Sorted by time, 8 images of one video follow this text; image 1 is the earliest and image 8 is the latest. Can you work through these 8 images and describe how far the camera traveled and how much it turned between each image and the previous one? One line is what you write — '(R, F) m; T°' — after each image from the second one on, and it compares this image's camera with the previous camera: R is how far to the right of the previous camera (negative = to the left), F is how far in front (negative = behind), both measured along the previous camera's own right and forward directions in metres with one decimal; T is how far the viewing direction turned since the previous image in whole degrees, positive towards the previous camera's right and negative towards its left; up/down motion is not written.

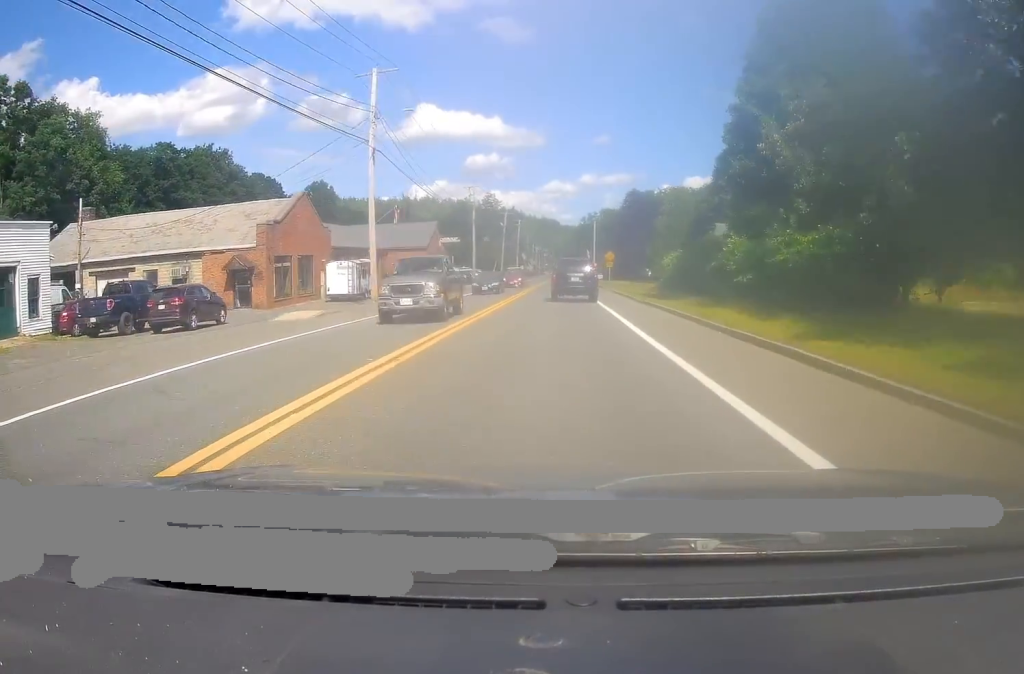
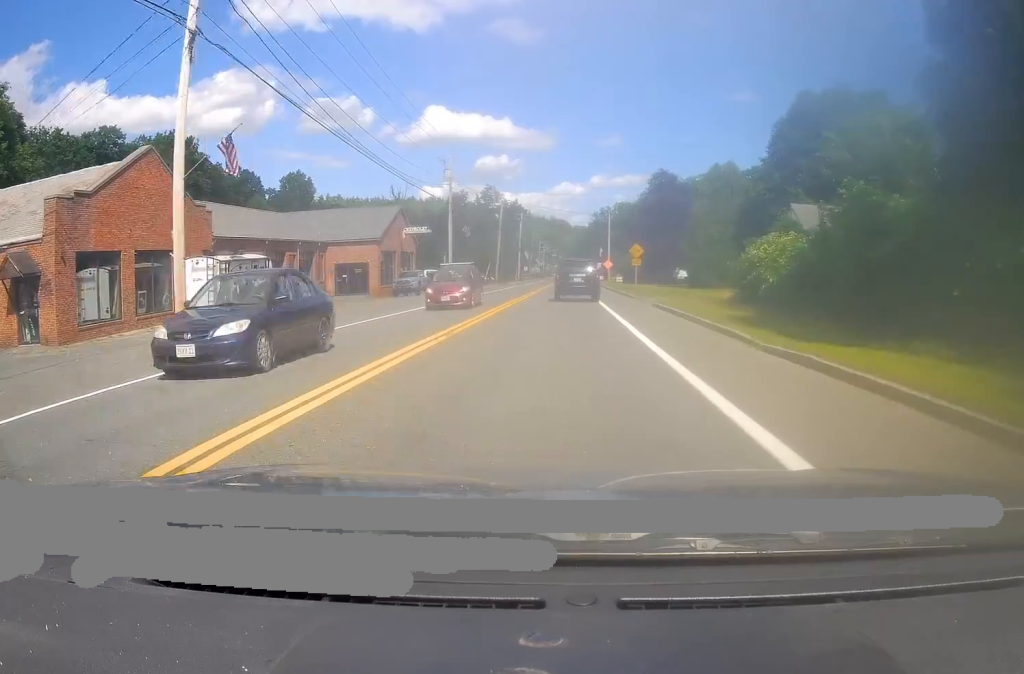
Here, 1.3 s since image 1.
(-0.5, +20.3) m; +1°
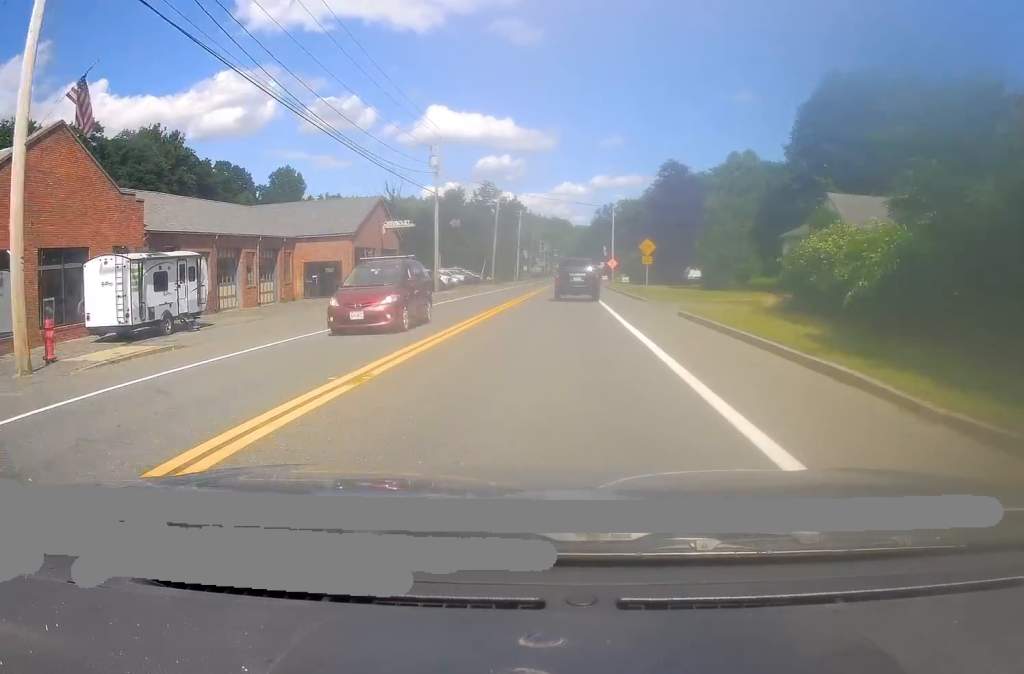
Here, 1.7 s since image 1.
(+0.4, +6.4) m; +1°
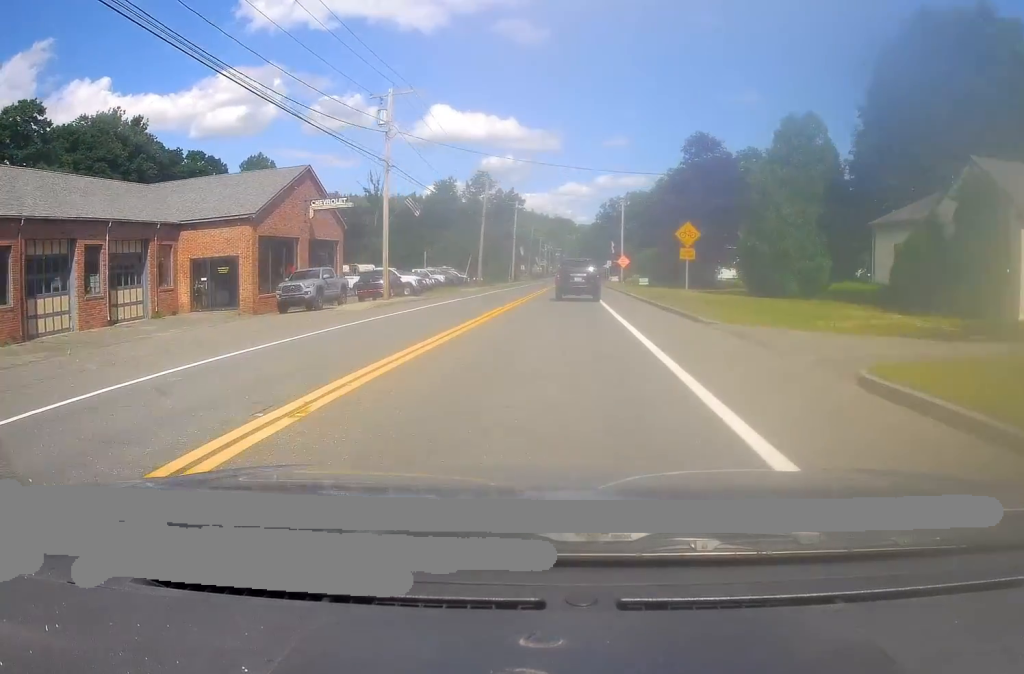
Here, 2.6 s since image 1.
(-0.3, +14.7) m; -1°
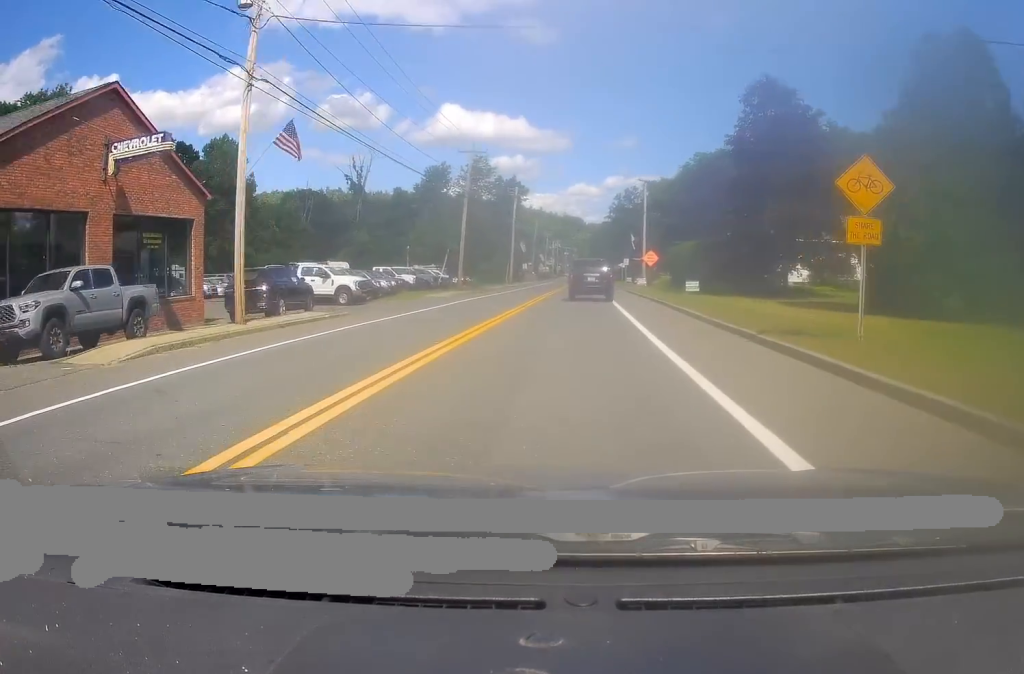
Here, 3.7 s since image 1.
(-0.2, +17.6) m; -1°
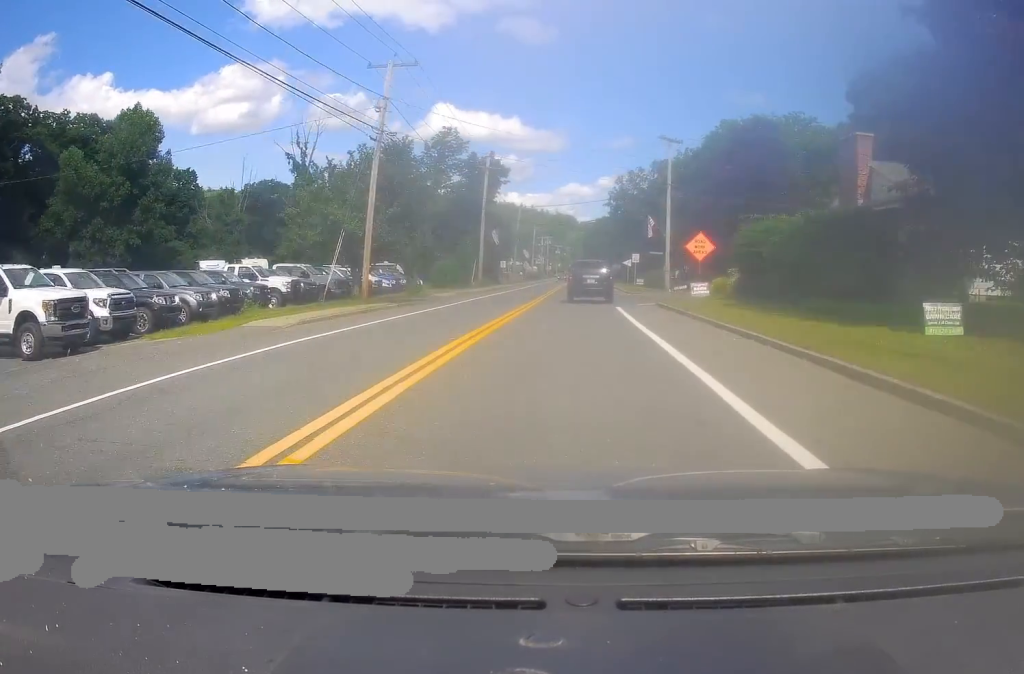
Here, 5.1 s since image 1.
(0.0, +23.4) m; 0°
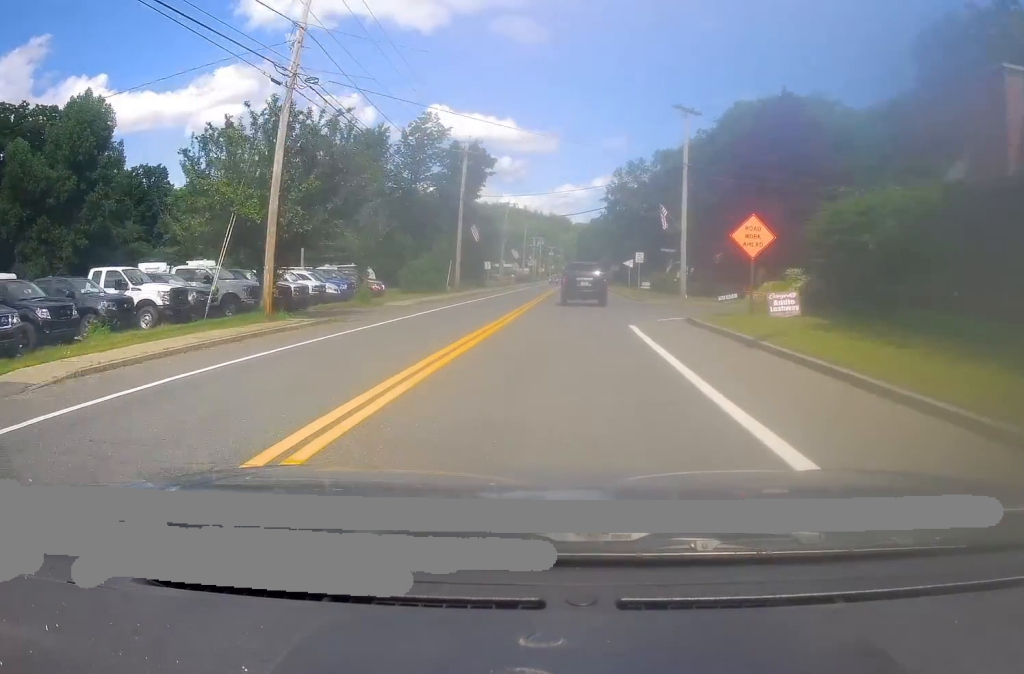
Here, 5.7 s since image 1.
(0.0, +10.6) m; 0°
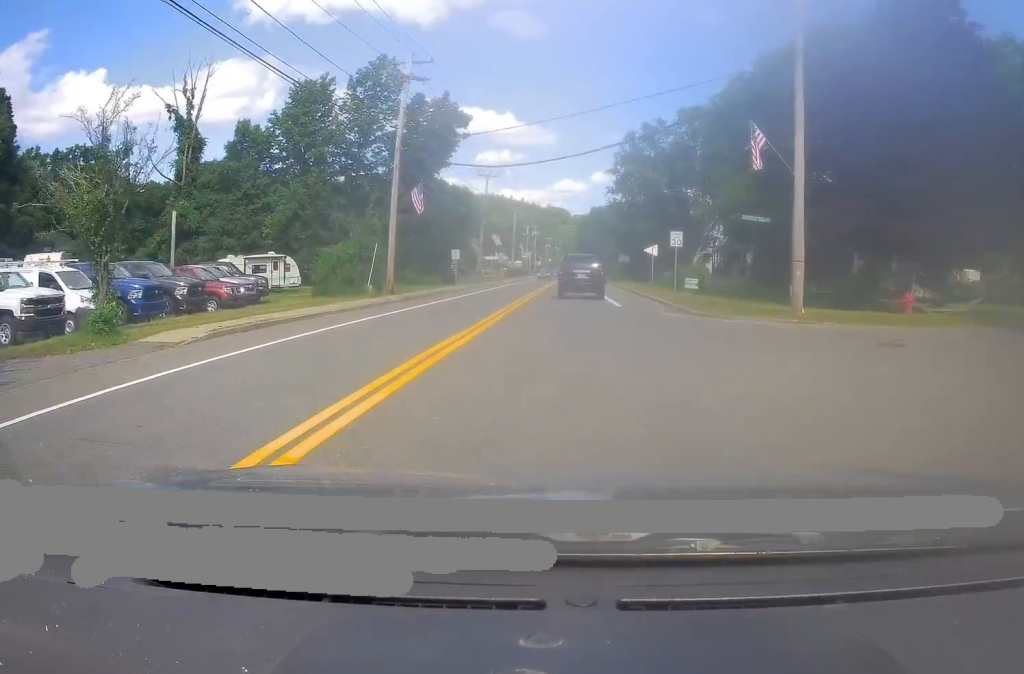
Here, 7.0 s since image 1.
(+0.1, +21.3) m; +2°
